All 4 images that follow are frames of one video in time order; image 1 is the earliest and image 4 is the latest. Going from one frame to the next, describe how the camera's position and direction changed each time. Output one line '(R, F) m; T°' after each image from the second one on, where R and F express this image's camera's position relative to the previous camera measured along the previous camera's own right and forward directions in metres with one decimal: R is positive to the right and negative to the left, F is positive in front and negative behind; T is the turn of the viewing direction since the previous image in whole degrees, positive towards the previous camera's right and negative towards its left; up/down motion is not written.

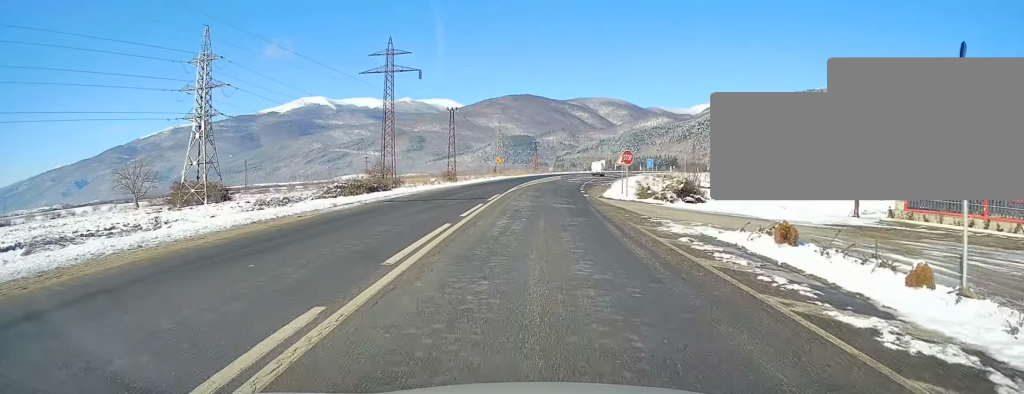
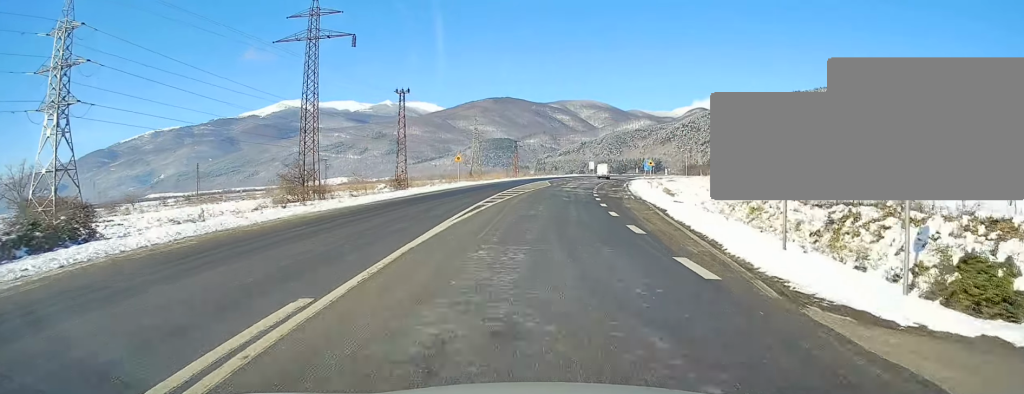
(+0.7, +25.3) m; +3°
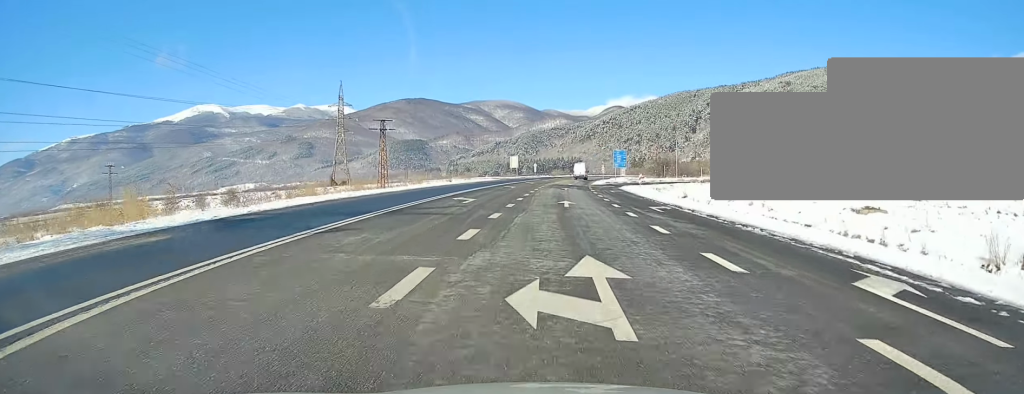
(+4.1, +73.0) m; +7°
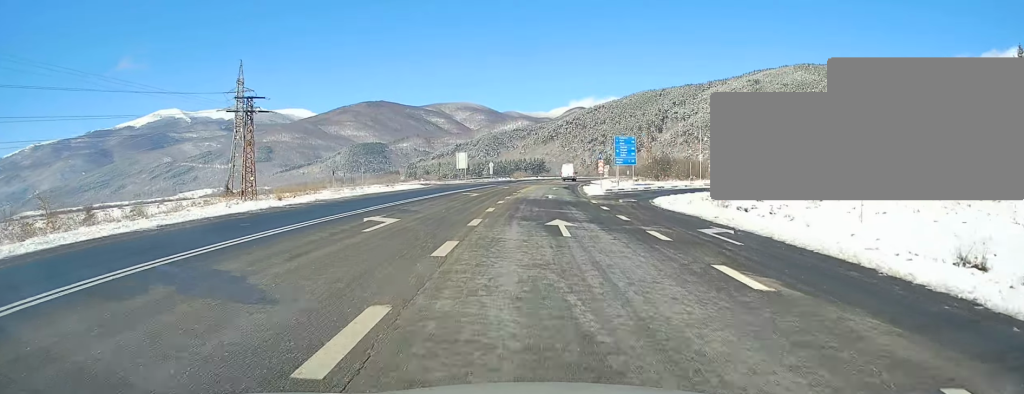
(+0.9, +35.8) m; +3°
